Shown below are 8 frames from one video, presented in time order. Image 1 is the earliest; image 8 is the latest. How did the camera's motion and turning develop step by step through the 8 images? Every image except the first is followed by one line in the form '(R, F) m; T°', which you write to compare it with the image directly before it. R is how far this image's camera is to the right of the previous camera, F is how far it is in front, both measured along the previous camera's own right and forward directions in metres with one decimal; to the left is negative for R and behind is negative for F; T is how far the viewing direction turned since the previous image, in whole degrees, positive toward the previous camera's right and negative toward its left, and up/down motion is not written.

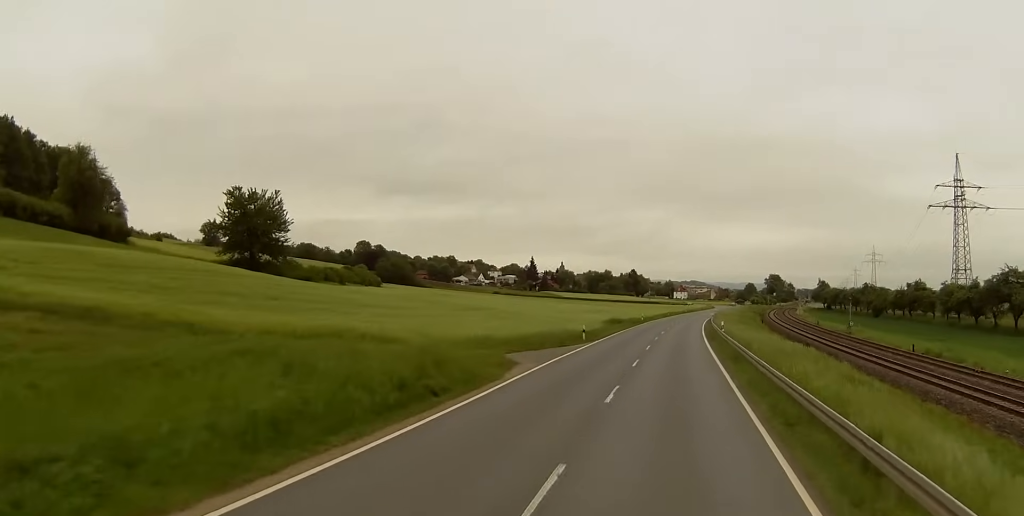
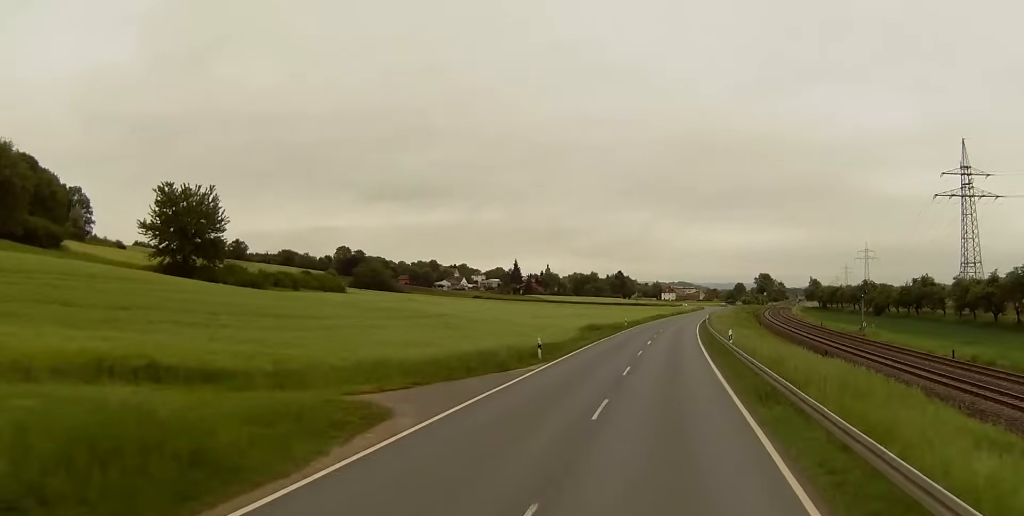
(0.0, +14.1) m; 0°
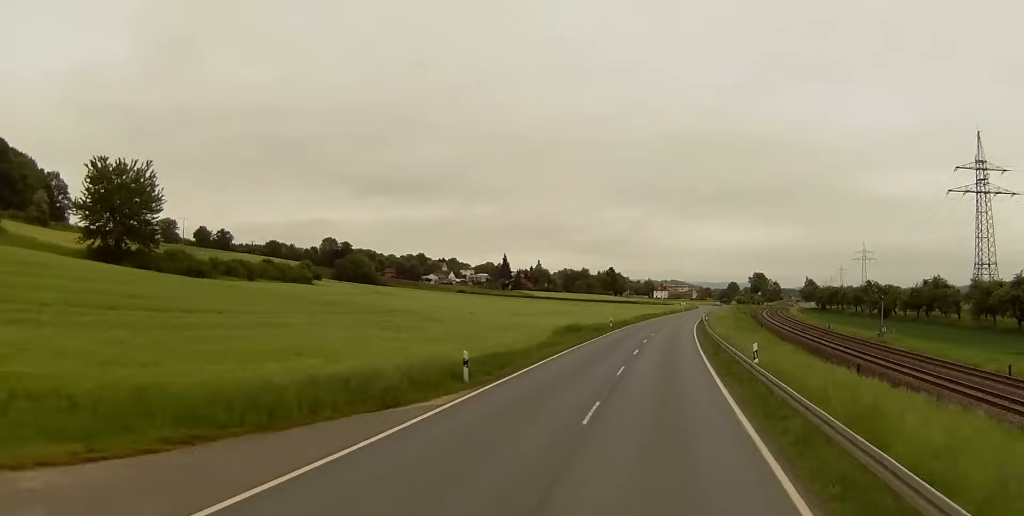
(0.0, +12.8) m; +1°
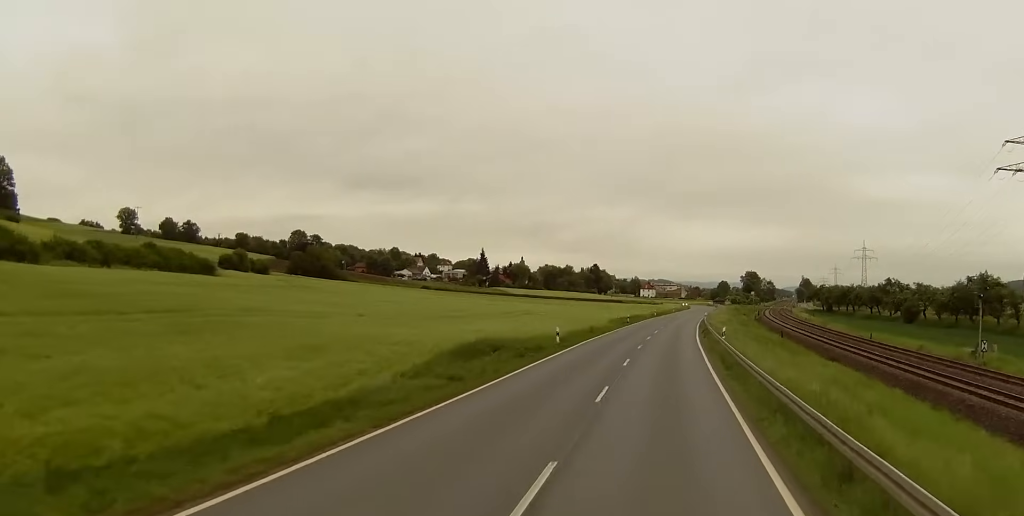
(+0.9, +31.9) m; +2°
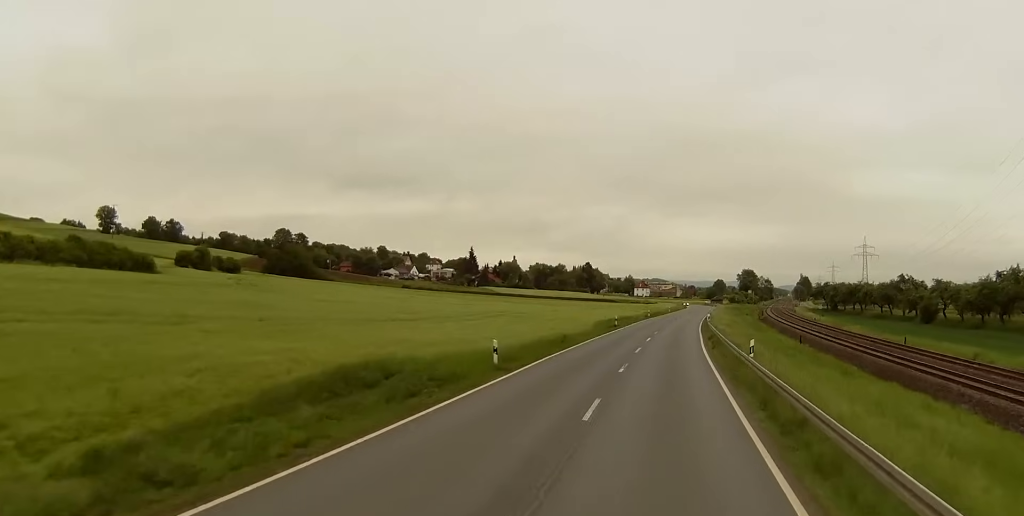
(-0.4, +15.2) m; 0°
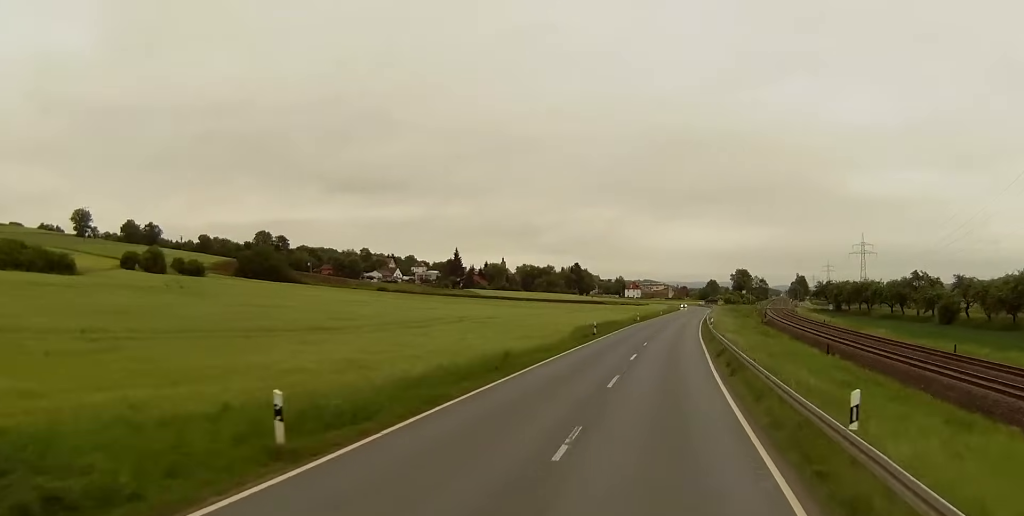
(+0.2, +15.9) m; +1°
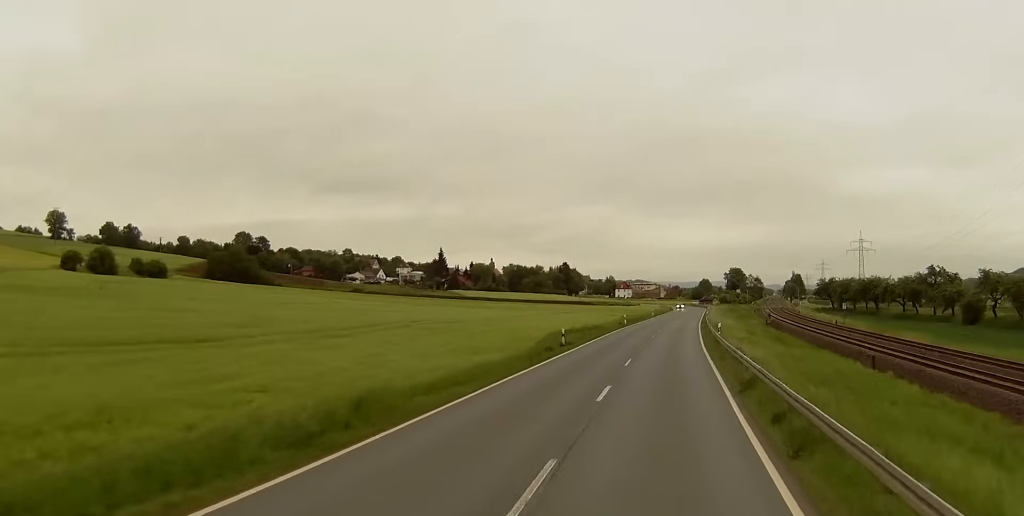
(+0.2, +15.3) m; 0°
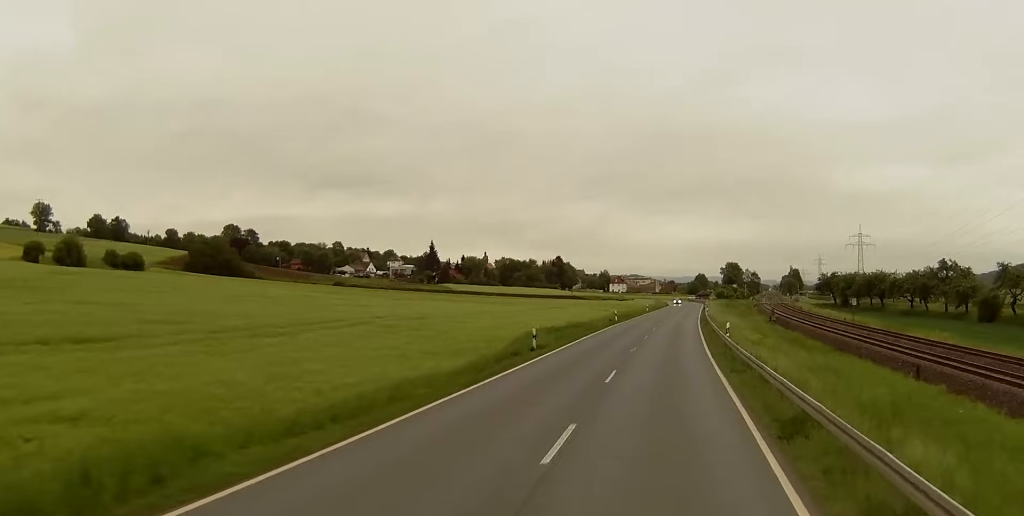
(0.0, +8.9) m; 0°
